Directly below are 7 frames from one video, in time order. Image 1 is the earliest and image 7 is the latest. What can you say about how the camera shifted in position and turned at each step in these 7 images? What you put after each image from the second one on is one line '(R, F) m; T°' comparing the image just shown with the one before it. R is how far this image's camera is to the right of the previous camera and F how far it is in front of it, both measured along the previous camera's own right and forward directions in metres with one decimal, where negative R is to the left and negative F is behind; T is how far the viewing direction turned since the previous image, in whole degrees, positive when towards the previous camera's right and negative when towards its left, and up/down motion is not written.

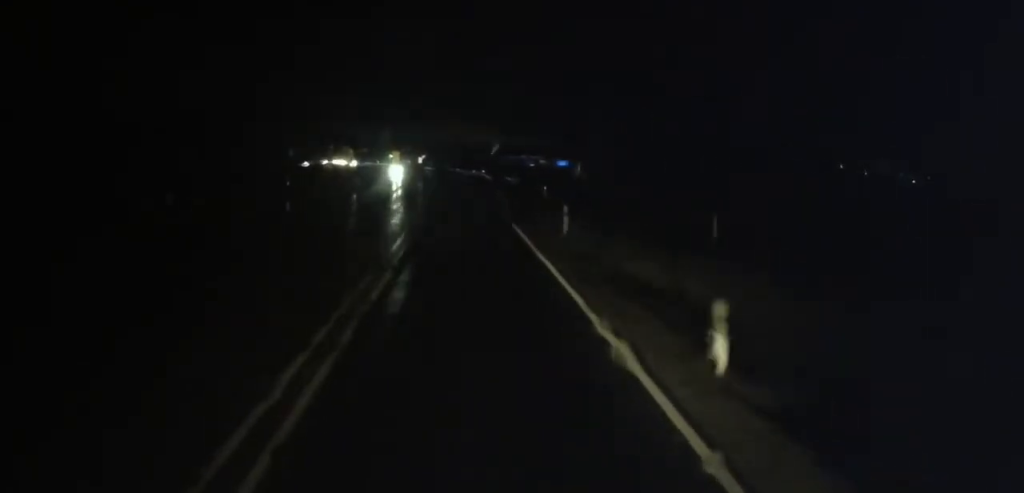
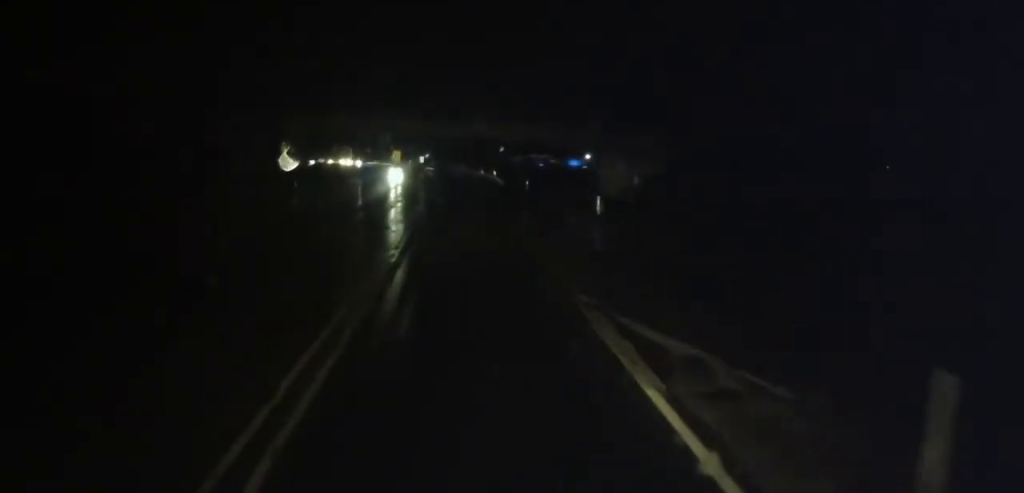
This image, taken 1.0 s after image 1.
(-0.3, +18.3) m; -2°
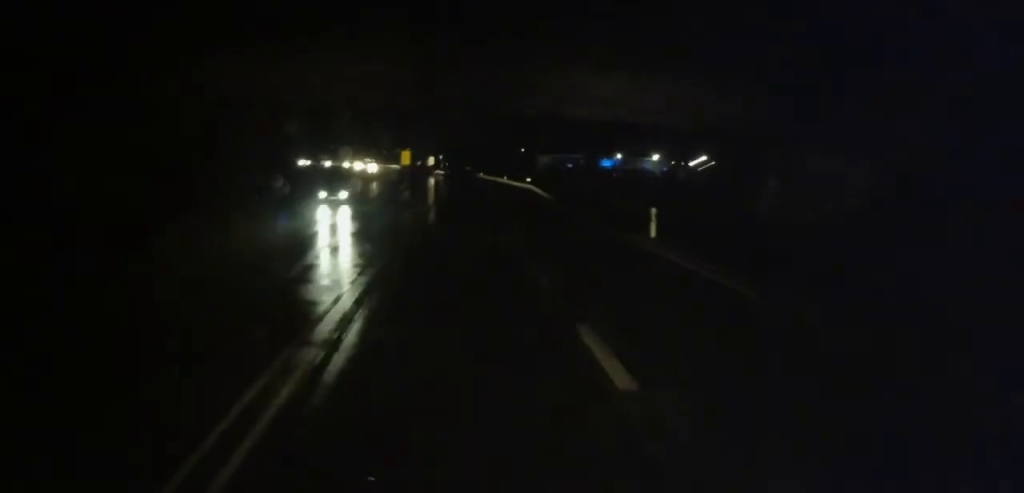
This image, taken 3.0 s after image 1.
(+0.5, +34.8) m; +1°
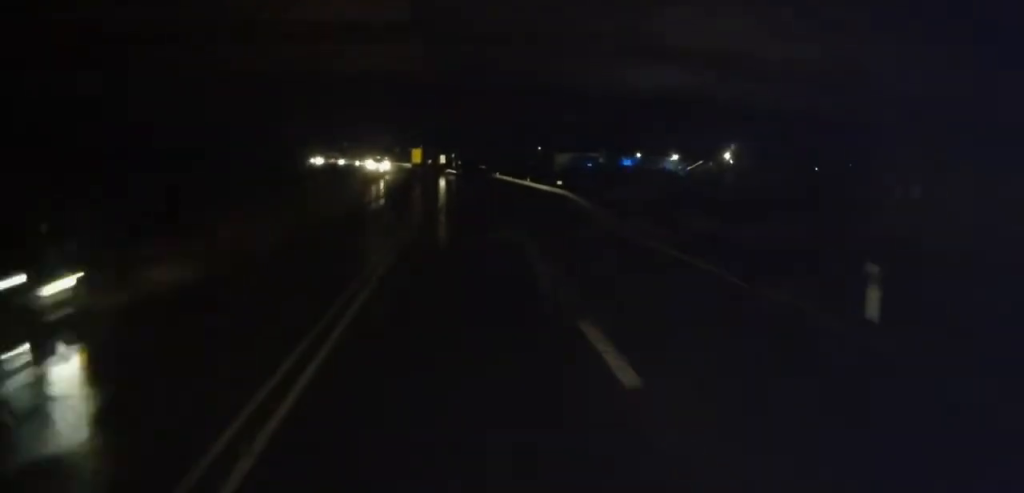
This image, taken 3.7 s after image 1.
(-0.3, +11.8) m; -1°
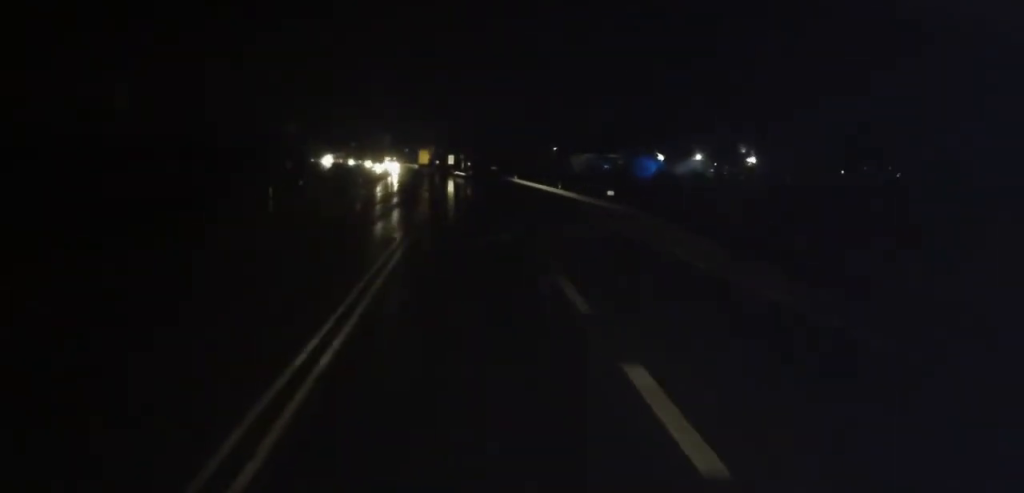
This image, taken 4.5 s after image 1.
(-0.2, +14.1) m; -1°
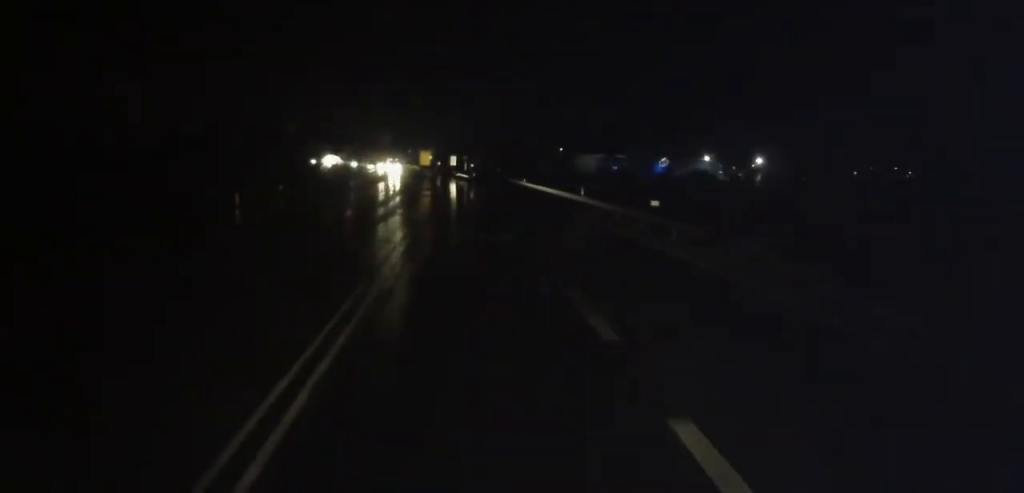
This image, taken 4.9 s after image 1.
(0.0, +7.7) m; 0°
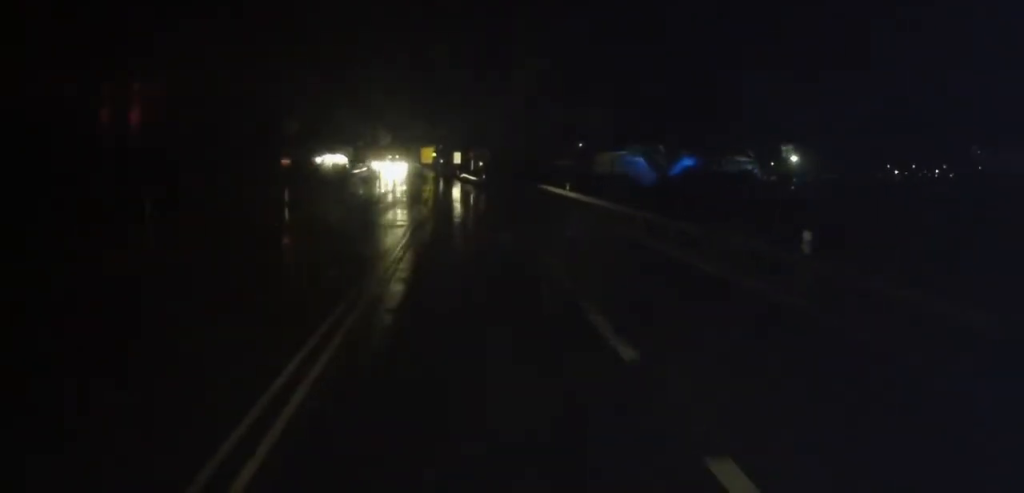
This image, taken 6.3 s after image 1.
(-0.4, +24.4) m; -1°
